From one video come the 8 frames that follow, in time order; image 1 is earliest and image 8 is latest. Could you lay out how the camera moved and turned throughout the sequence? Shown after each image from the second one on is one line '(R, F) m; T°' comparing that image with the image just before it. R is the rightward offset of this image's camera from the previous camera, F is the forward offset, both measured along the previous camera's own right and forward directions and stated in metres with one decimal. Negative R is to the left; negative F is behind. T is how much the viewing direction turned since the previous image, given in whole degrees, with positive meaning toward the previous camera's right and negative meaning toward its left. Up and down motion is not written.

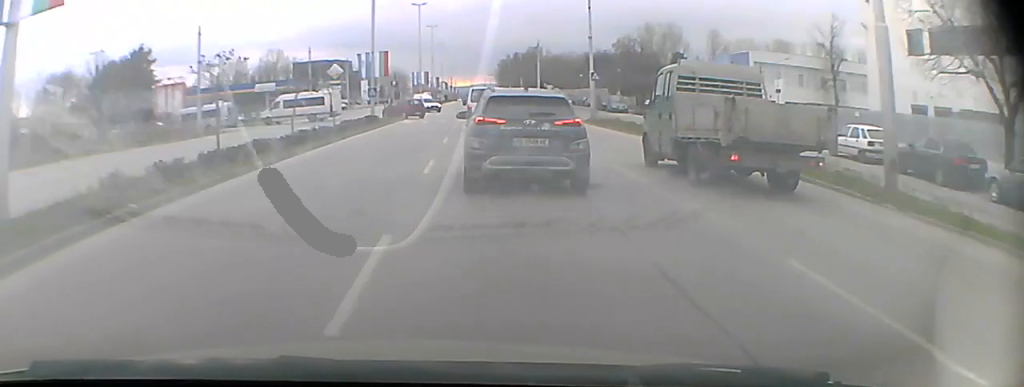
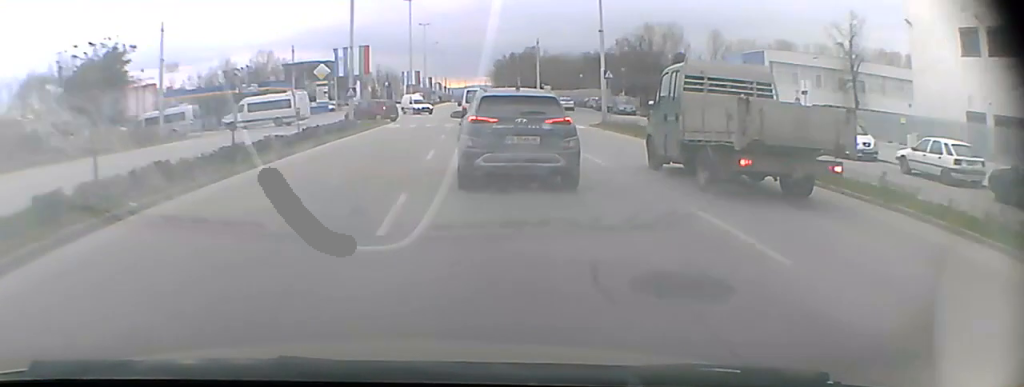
(0.0, +7.3) m; 0°
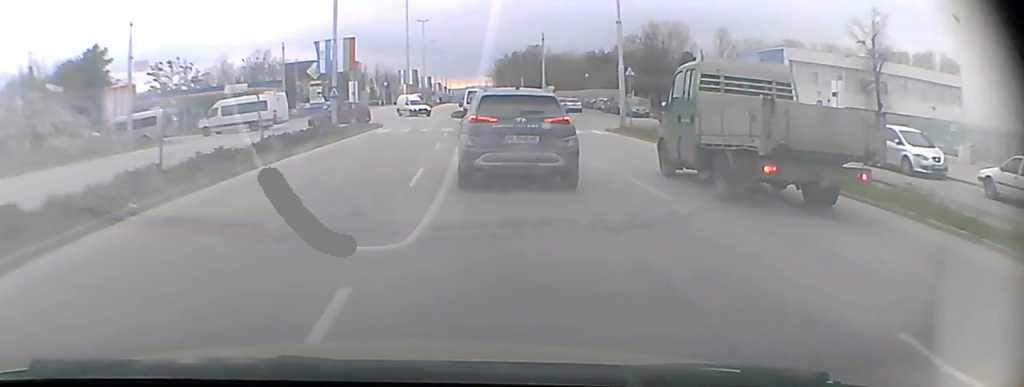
(0.0, +7.4) m; 0°
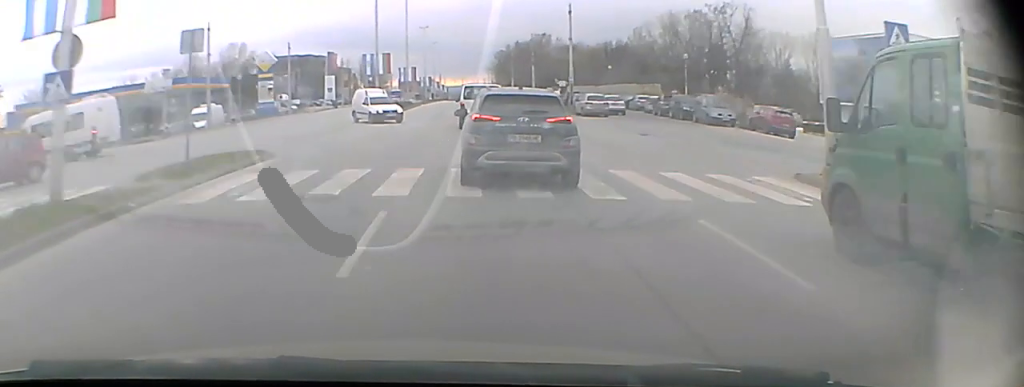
(+0.1, +19.9) m; 0°
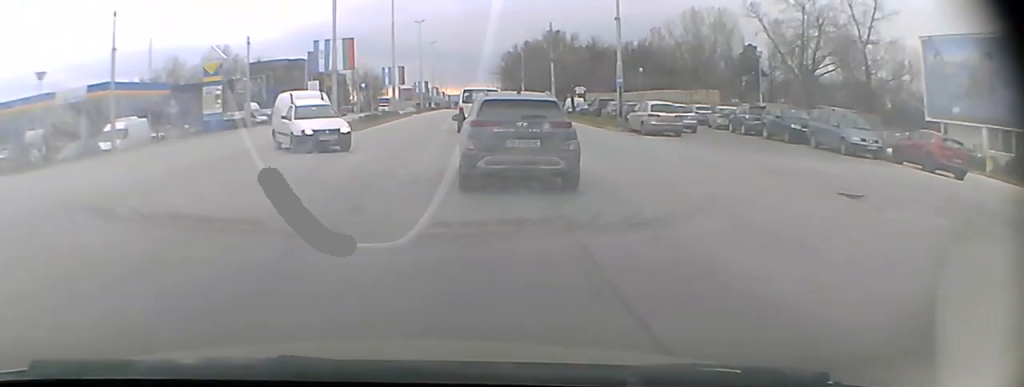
(0.0, +16.8) m; 0°
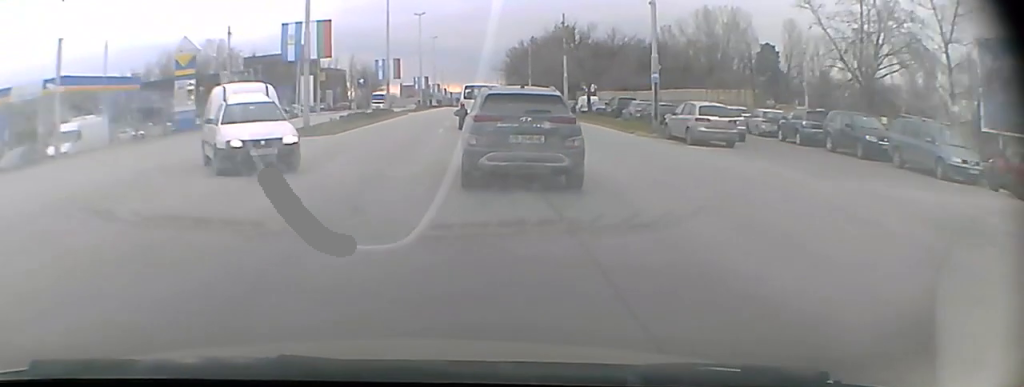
(0.0, +6.6) m; 0°
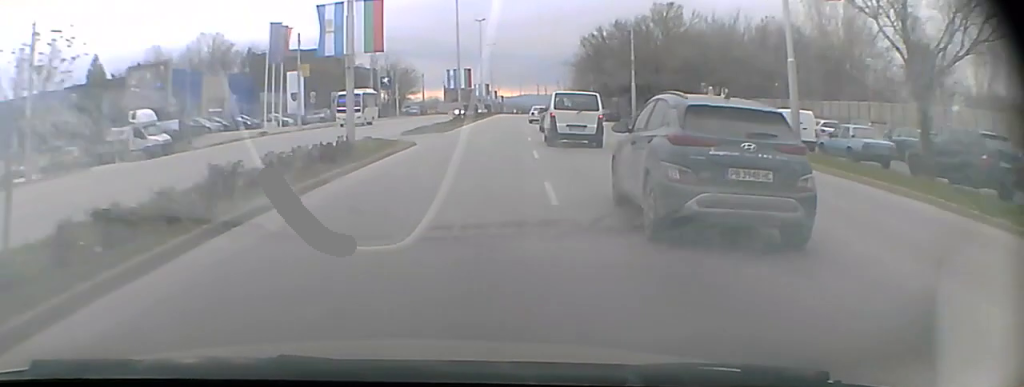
(-0.8, +34.4) m; -2°
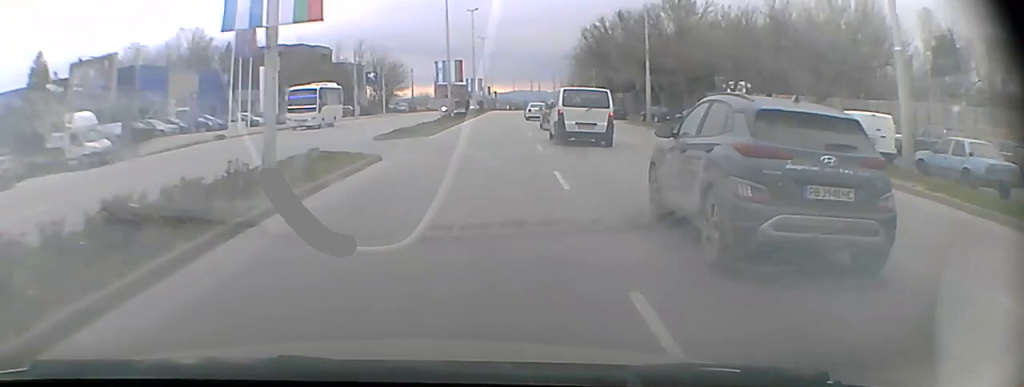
(0.0, +7.3) m; 0°
